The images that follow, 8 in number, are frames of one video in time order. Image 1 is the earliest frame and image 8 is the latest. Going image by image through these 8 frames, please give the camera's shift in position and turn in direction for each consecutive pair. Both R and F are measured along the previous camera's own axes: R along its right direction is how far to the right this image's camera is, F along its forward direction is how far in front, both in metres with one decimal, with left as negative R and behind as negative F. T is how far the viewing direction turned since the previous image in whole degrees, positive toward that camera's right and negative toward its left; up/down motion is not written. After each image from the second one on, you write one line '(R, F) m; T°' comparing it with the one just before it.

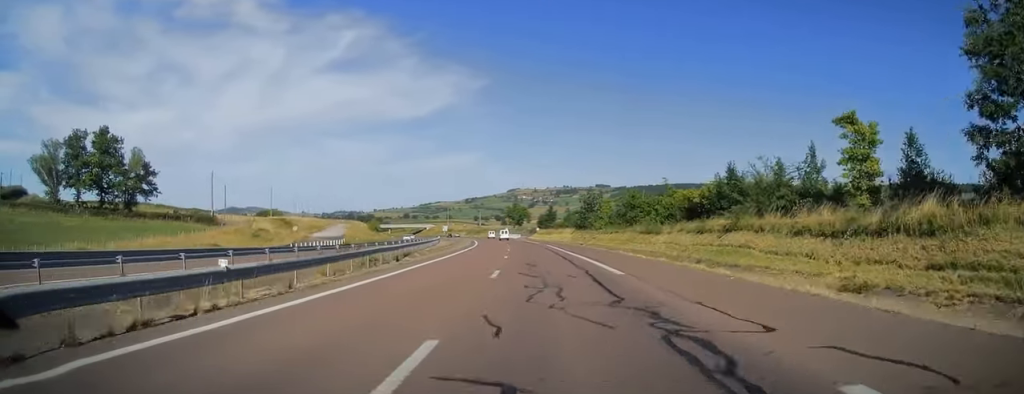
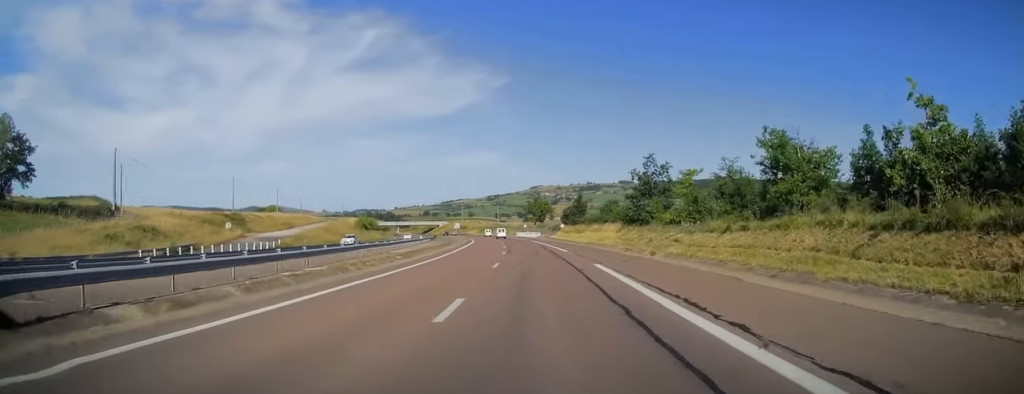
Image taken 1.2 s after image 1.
(-0.2, +34.4) m; -2°
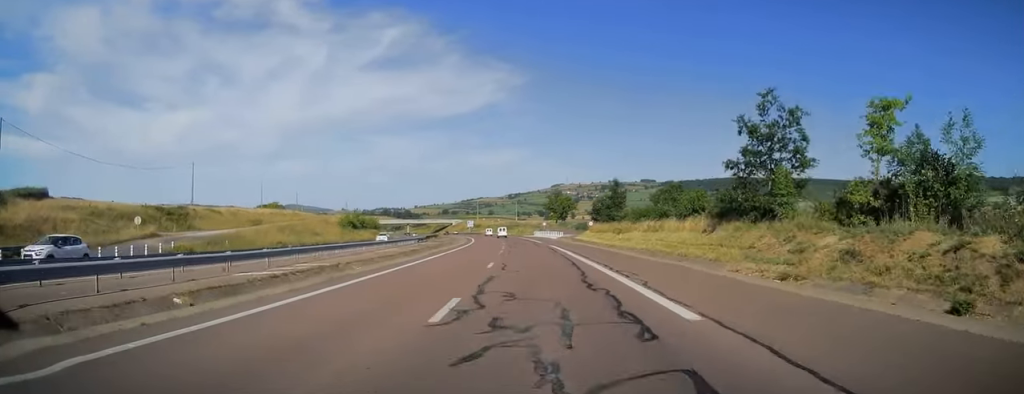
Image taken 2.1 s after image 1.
(-0.5, +26.1) m; -2°
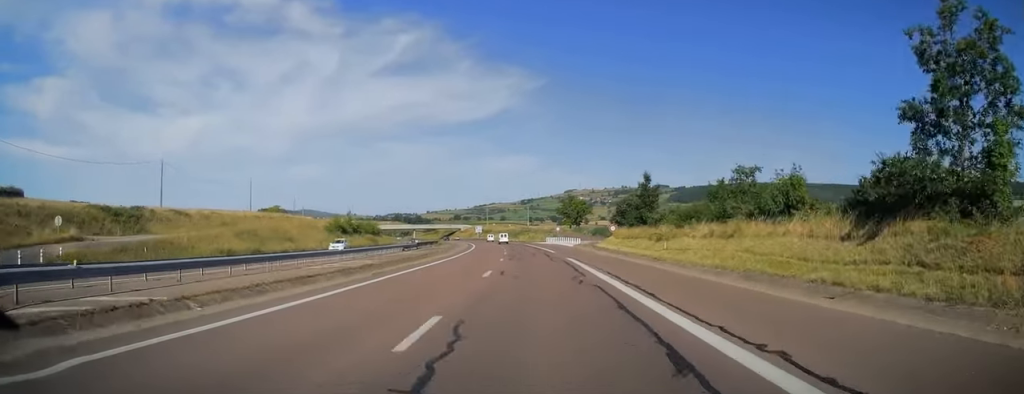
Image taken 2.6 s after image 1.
(-0.1, +14.8) m; -1°
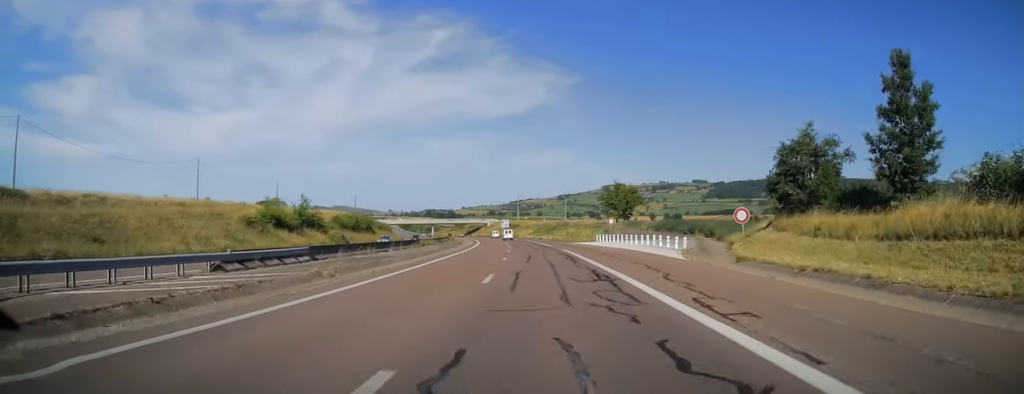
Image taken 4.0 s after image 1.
(-1.5, +43.3) m; -4°
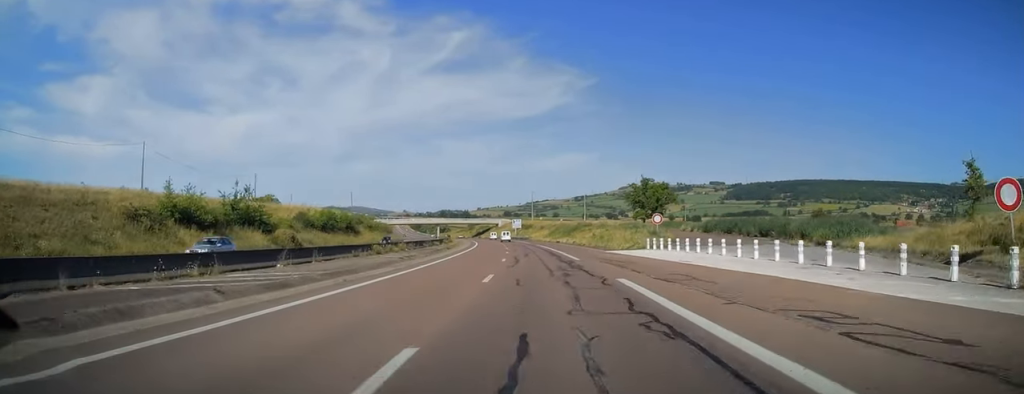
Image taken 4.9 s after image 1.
(-0.5, +24.6) m; -2°
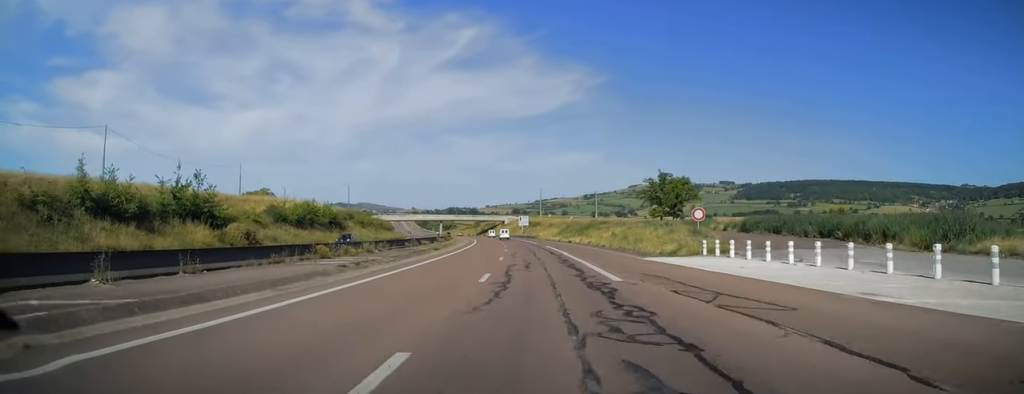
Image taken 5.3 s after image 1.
(-0.1, +13.3) m; 0°
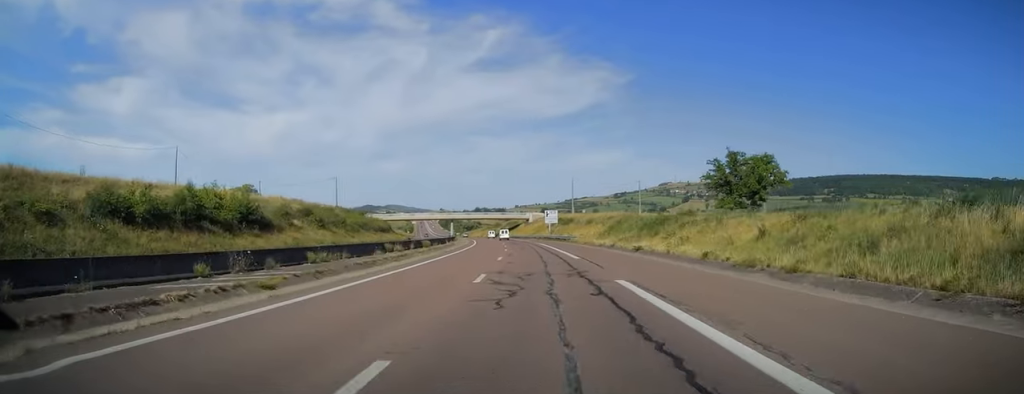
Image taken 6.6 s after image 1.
(-0.5, +39.4) m; -2°
